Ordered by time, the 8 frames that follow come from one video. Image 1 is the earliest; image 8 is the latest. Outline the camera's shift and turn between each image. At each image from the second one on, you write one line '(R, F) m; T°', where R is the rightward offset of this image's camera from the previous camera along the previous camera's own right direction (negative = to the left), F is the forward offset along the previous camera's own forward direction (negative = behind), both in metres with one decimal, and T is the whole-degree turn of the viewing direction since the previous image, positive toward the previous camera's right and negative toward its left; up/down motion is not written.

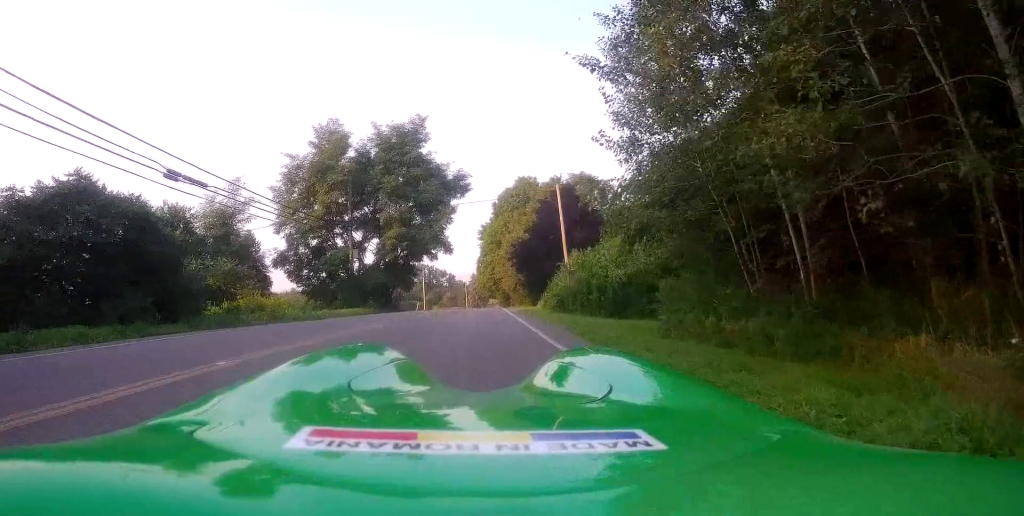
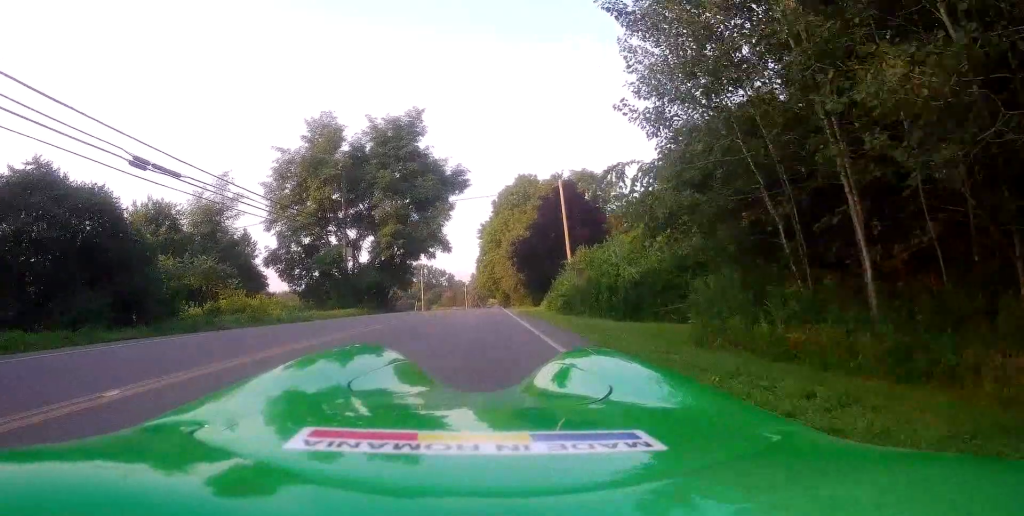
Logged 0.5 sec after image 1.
(+0.1, +2.0) m; 0°
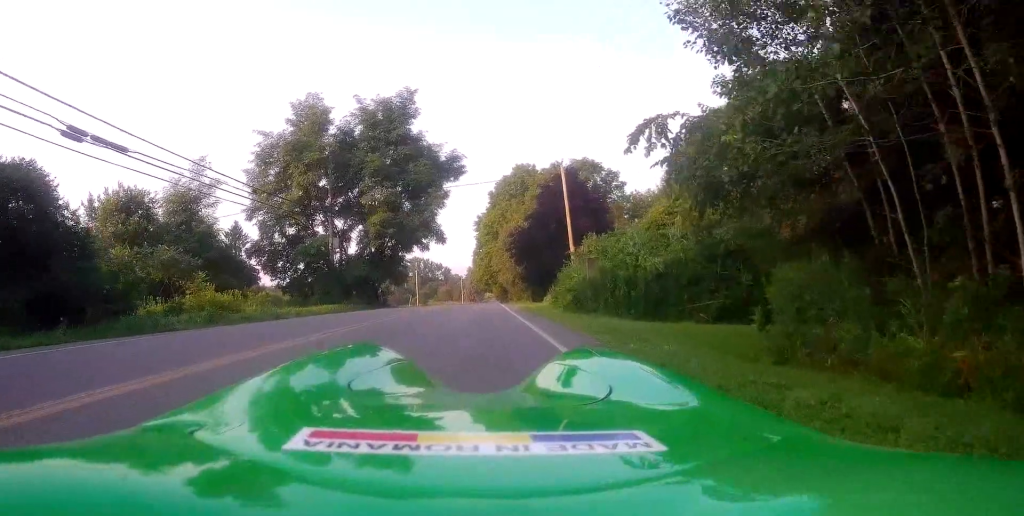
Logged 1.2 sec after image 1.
(+0.2, +3.0) m; -6°
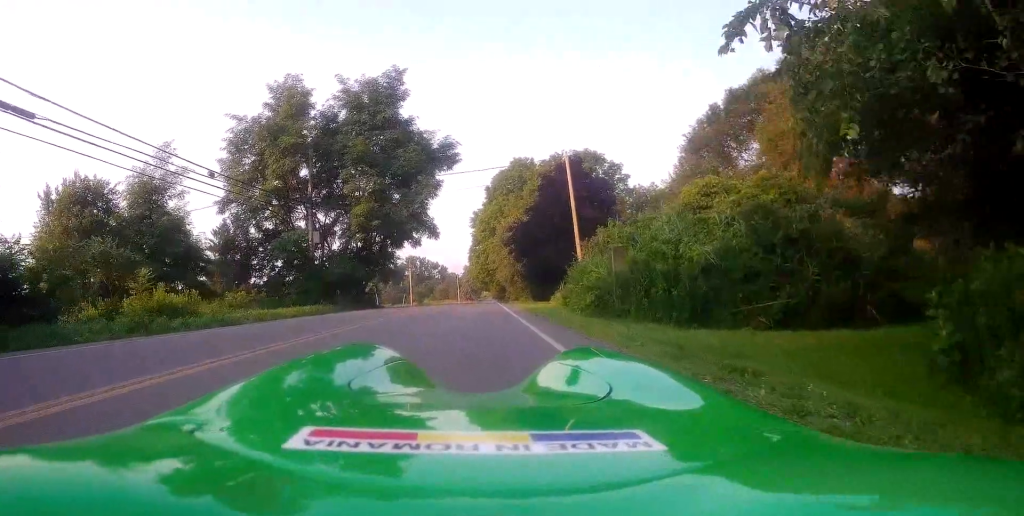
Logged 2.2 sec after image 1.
(-0.7, +4.0) m; -3°
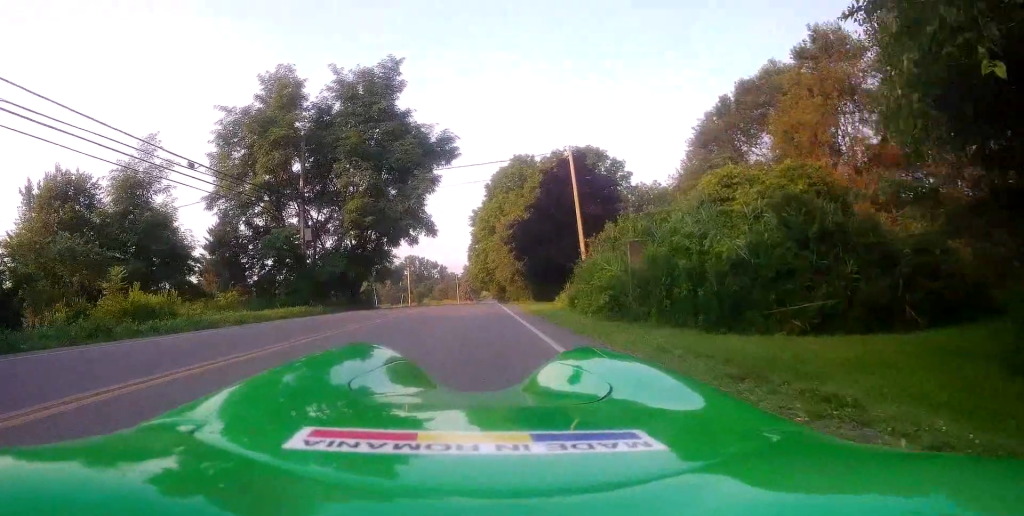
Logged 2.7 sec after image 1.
(+0.2, +1.8) m; +1°
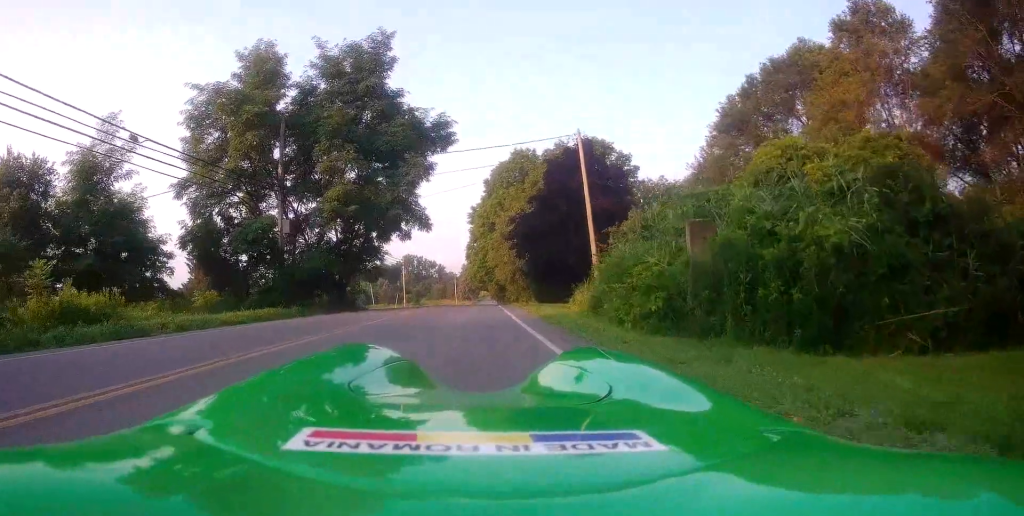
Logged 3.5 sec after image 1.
(+0.2, +3.8) m; +1°
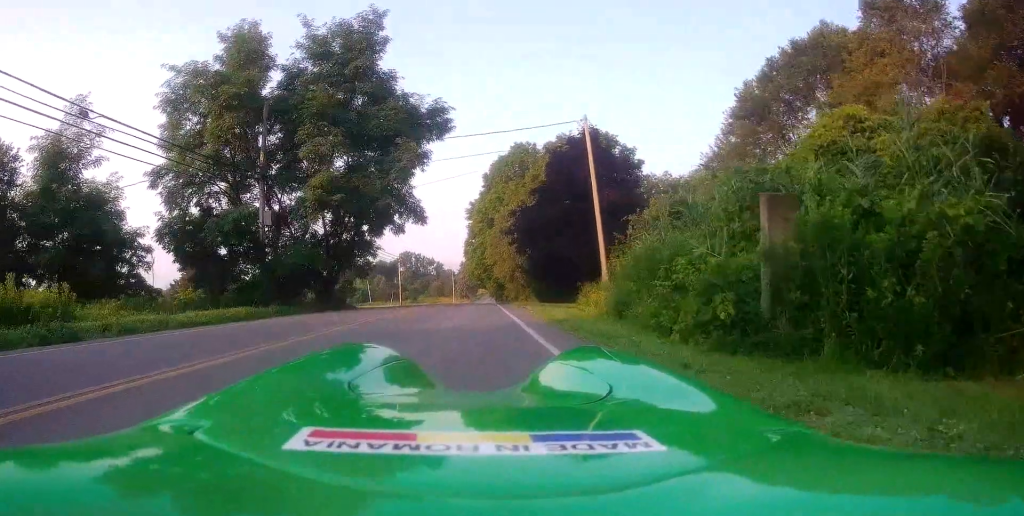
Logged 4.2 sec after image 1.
(-0.2, +2.8) m; -1°
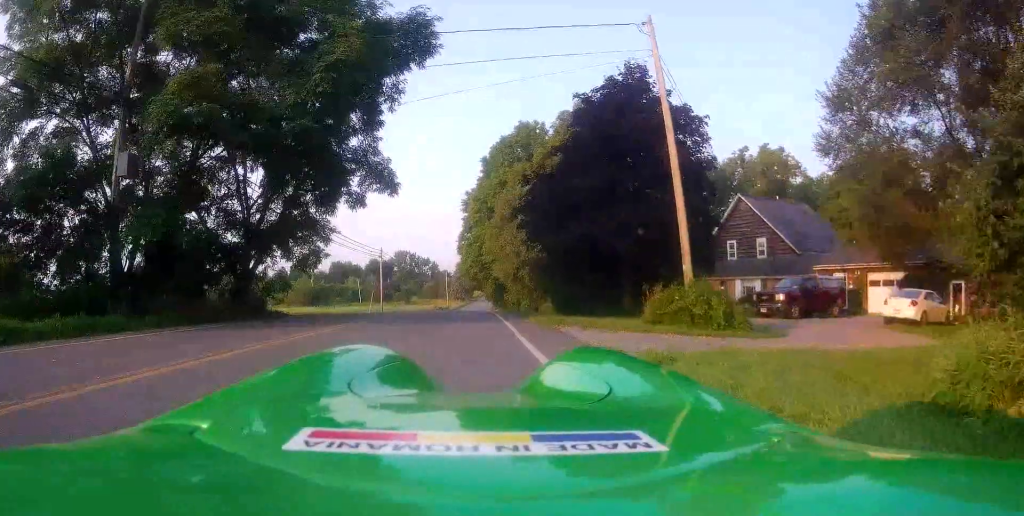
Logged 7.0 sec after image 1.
(+0.7, +13.0) m; -3°
